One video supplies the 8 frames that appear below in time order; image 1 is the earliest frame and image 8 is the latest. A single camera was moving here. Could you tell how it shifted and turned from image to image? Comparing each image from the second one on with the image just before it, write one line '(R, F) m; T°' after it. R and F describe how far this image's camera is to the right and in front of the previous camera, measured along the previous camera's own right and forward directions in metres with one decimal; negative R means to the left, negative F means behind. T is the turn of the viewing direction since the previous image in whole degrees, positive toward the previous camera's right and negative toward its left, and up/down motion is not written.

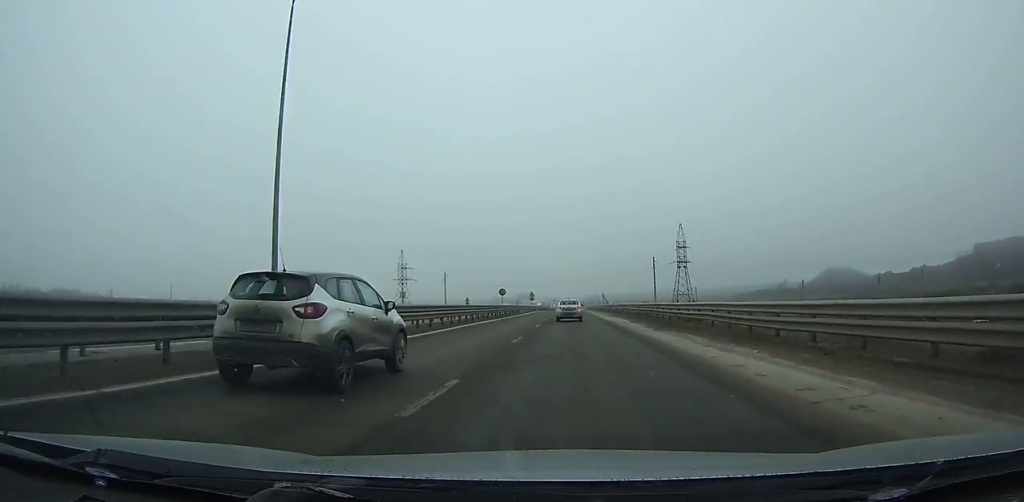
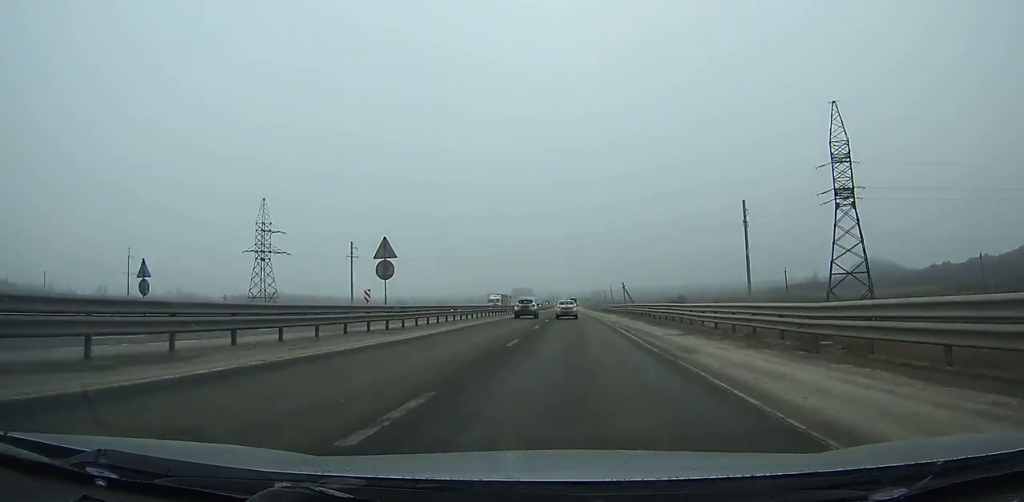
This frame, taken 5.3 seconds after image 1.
(-0.7, +101.4) m; -1°
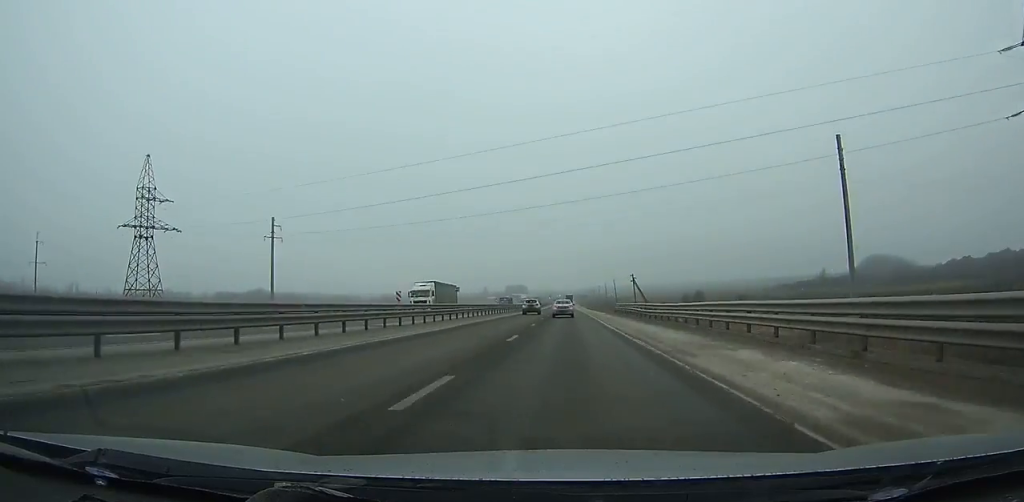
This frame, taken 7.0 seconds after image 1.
(-0.1, +35.4) m; 0°
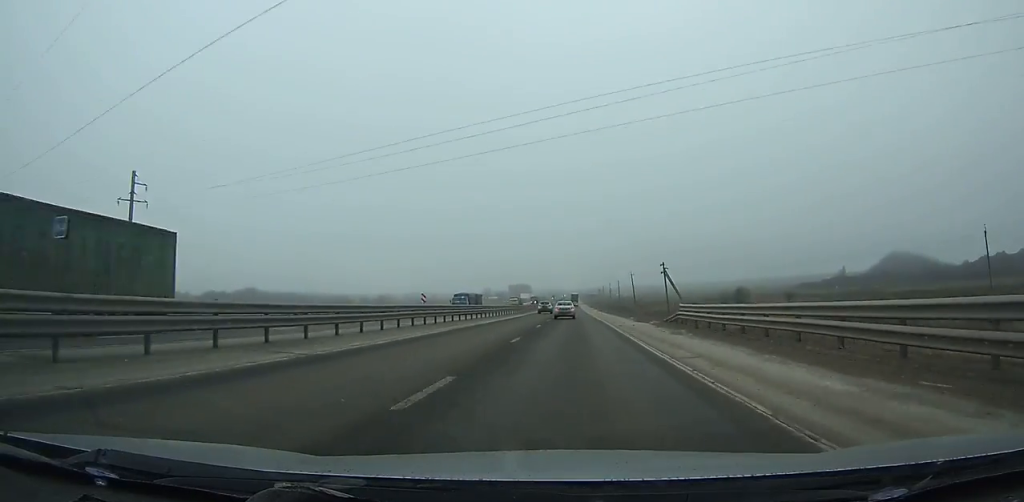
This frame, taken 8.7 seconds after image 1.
(+0.1, +37.1) m; 0°
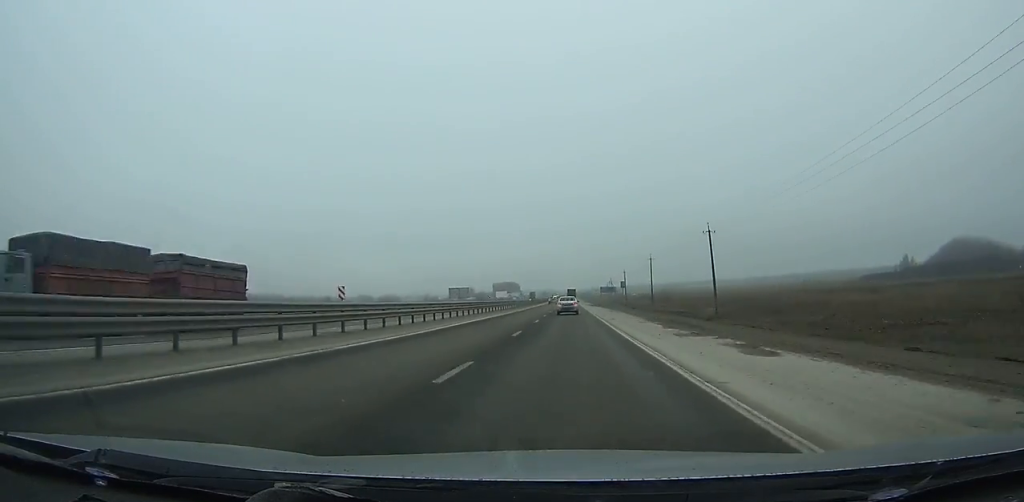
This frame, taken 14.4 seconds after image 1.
(+0.1, +130.7) m; 0°
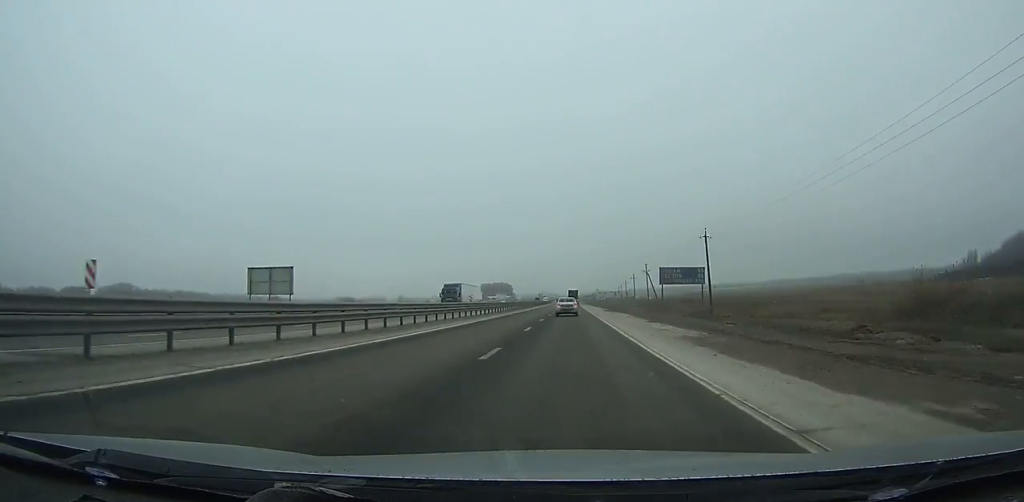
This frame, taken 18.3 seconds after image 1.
(0.0, +92.7) m; 0°
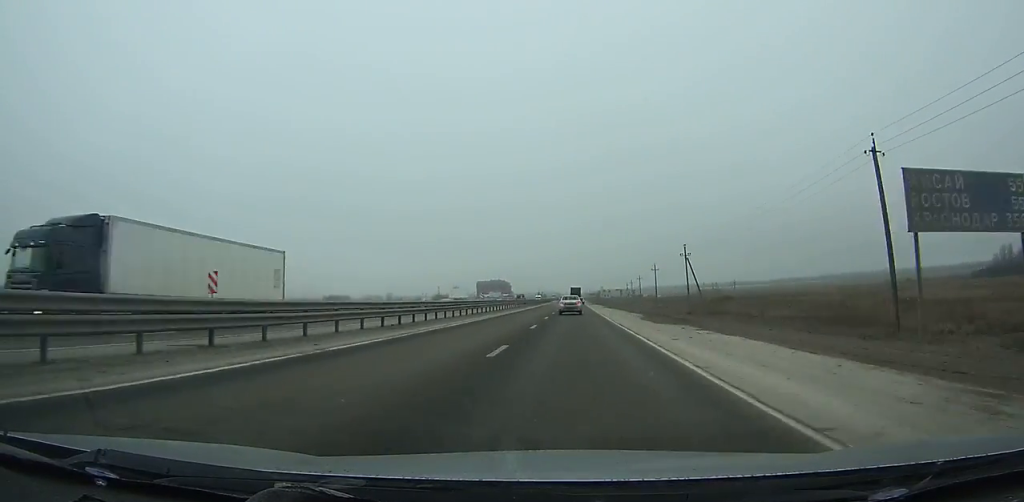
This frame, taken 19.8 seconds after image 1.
(+0.1, +36.0) m; 0°
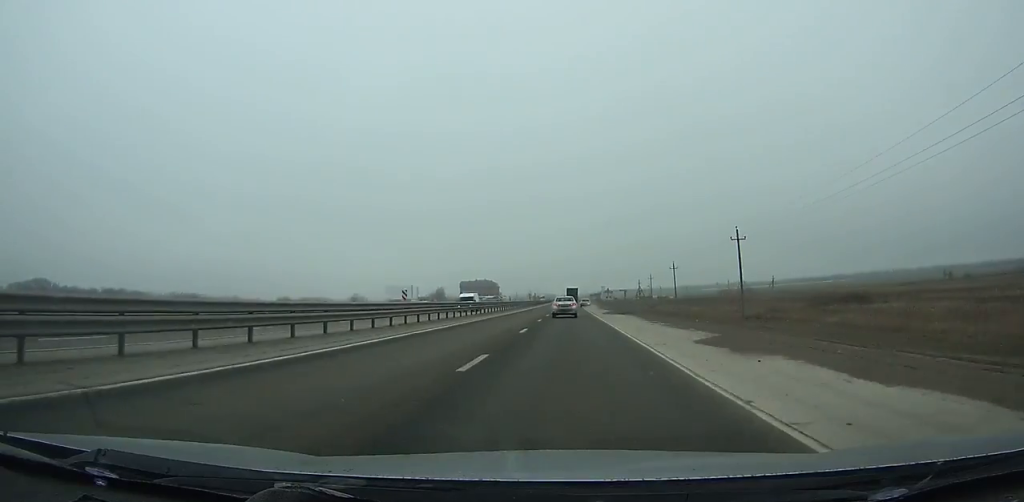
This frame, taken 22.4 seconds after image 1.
(+0.2, +62.2) m; 0°
